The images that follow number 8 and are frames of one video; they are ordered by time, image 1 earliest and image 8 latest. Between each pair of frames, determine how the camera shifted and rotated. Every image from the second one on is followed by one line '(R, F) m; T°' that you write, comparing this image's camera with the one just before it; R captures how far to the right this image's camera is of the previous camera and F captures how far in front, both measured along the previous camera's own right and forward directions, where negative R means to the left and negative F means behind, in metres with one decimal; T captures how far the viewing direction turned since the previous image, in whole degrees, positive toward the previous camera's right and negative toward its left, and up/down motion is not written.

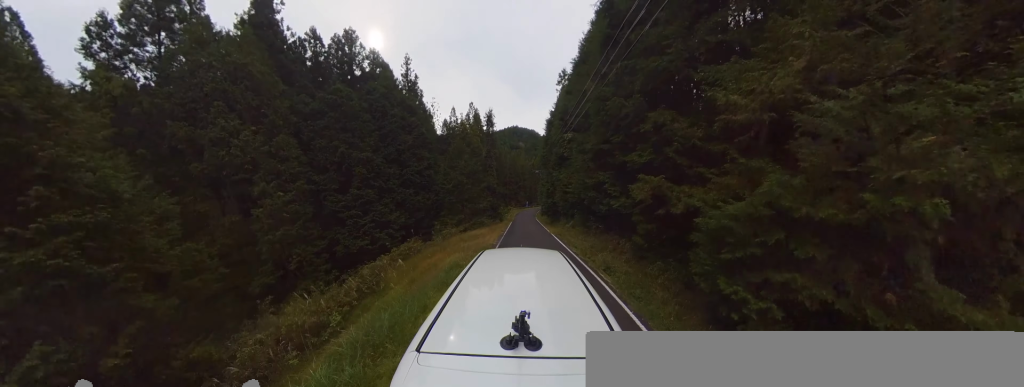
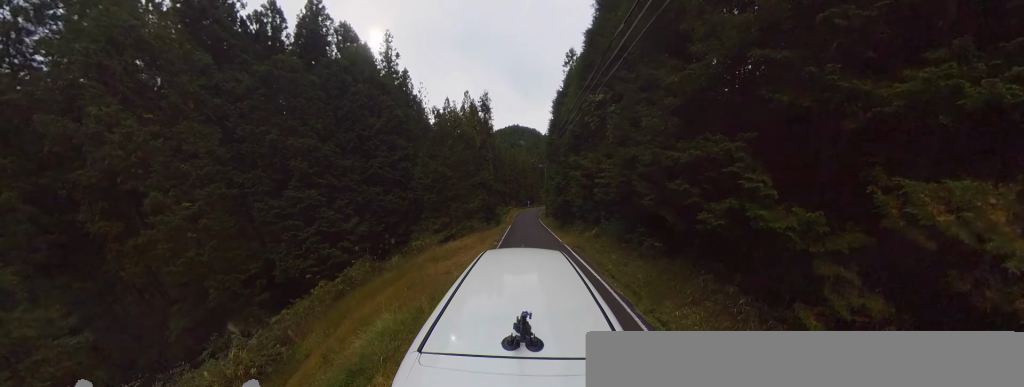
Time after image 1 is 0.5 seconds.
(0.0, +5.2) m; +1°
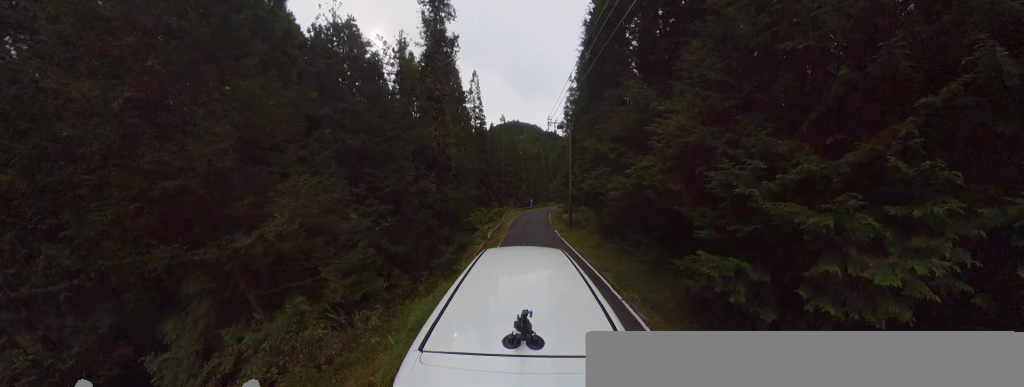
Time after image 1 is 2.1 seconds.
(+2.2, +15.7) m; +10°
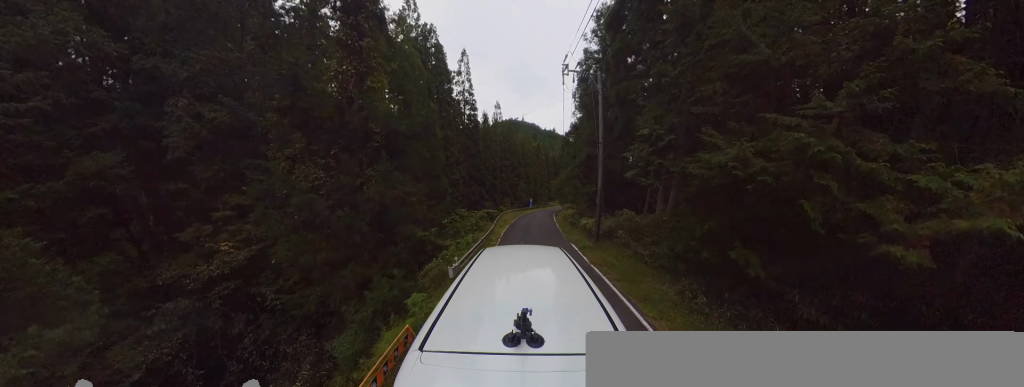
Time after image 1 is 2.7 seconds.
(+0.1, +6.4) m; 0°
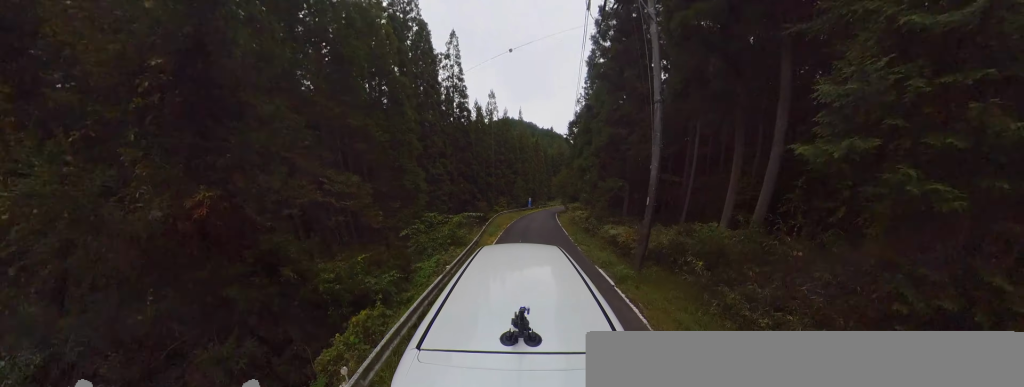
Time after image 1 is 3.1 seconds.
(-0.8, +4.4) m; 0°
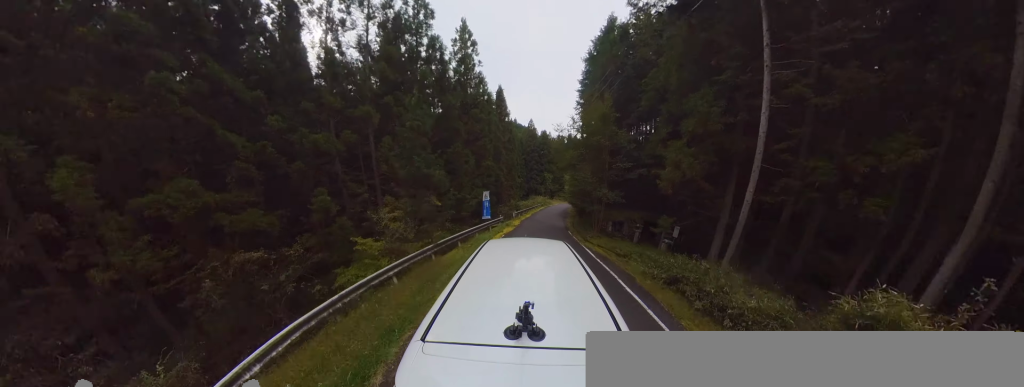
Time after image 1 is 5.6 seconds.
(-0.4, +25.9) m; 0°
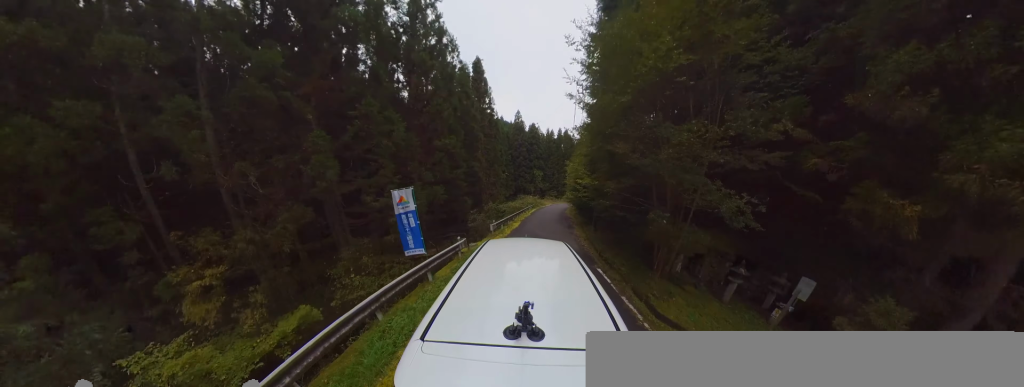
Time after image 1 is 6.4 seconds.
(0.0, +7.8) m; +15°
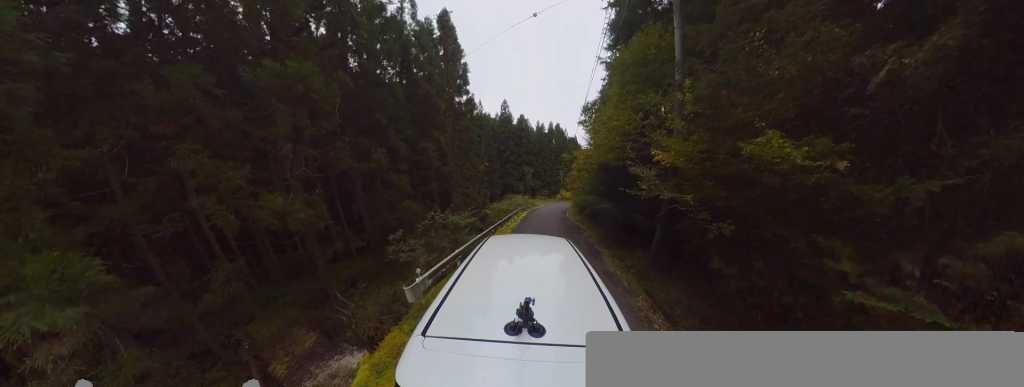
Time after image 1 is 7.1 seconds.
(+1.8, +6.7) m; +17°
